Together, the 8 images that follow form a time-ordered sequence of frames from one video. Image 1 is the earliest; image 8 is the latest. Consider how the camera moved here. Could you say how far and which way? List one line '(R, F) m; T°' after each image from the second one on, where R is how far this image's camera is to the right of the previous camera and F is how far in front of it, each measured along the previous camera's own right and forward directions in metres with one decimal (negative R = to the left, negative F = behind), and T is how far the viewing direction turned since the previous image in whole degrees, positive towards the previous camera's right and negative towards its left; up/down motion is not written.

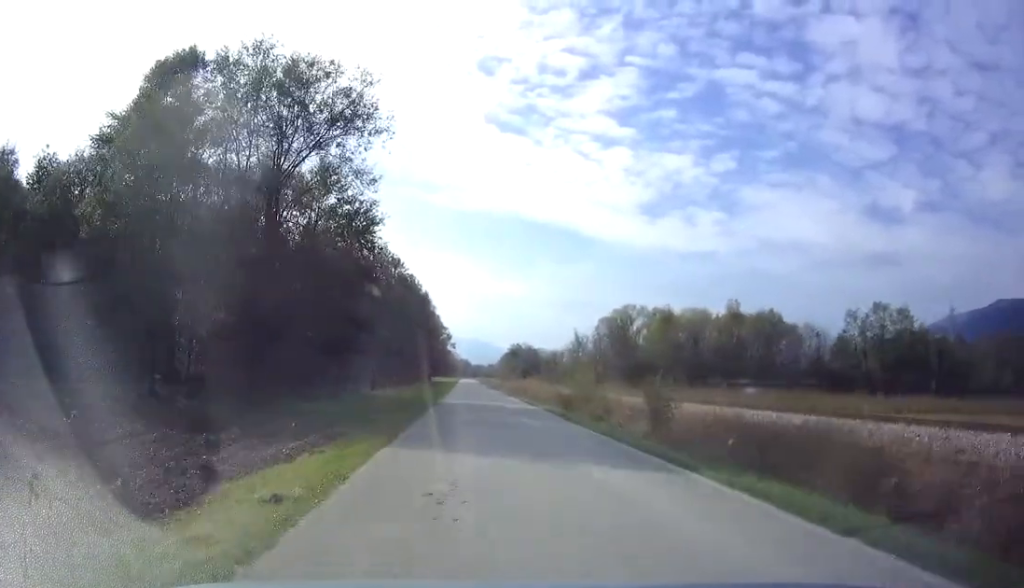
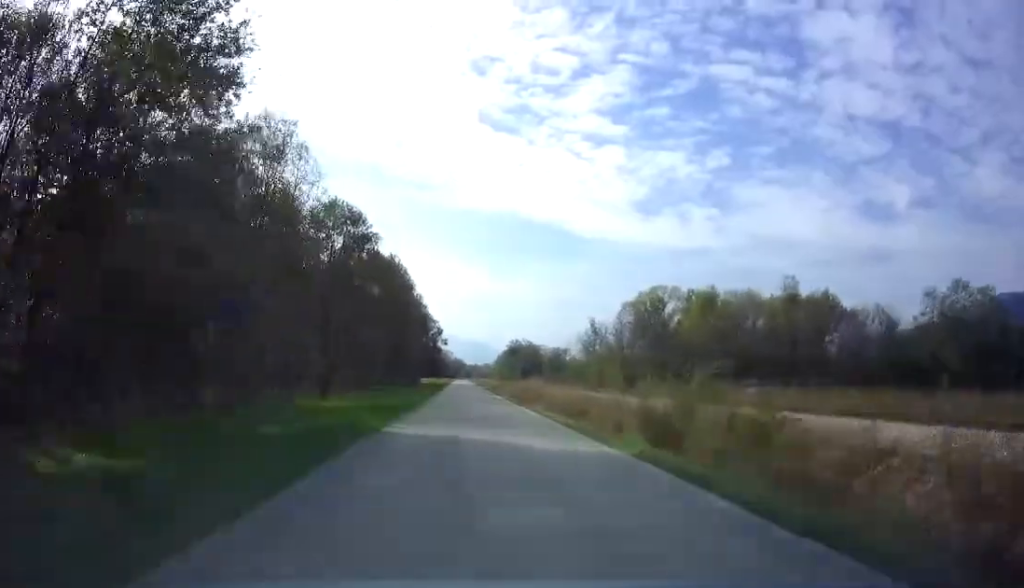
(+0.3, +20.6) m; +1°
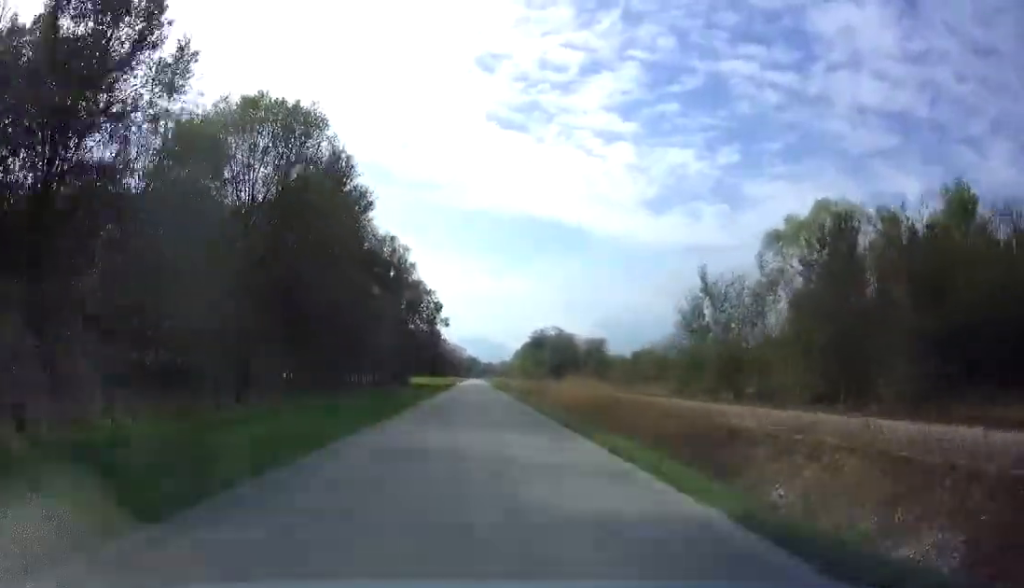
(-0.7, +41.4) m; -1°
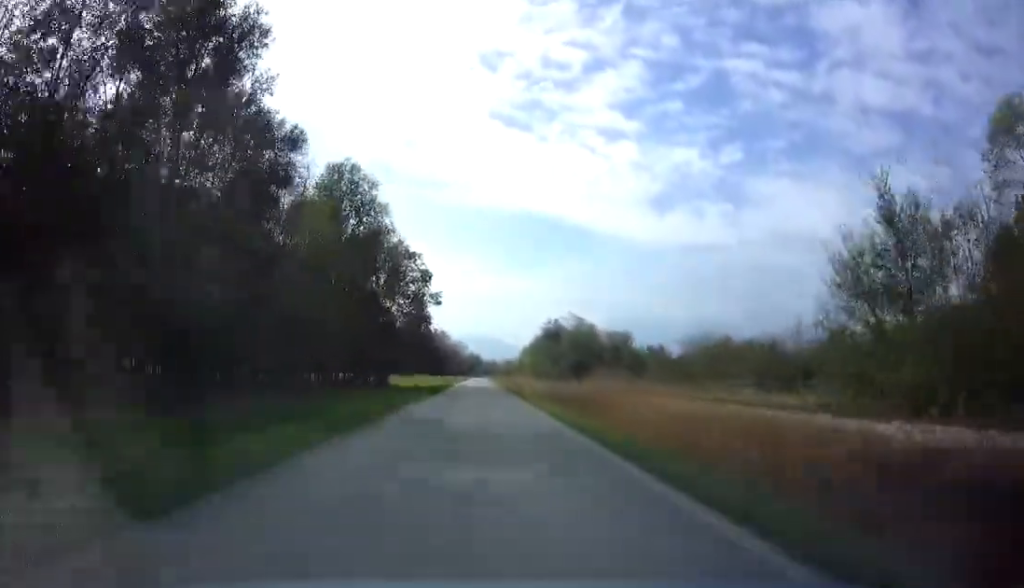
(+0.3, +25.2) m; 0°
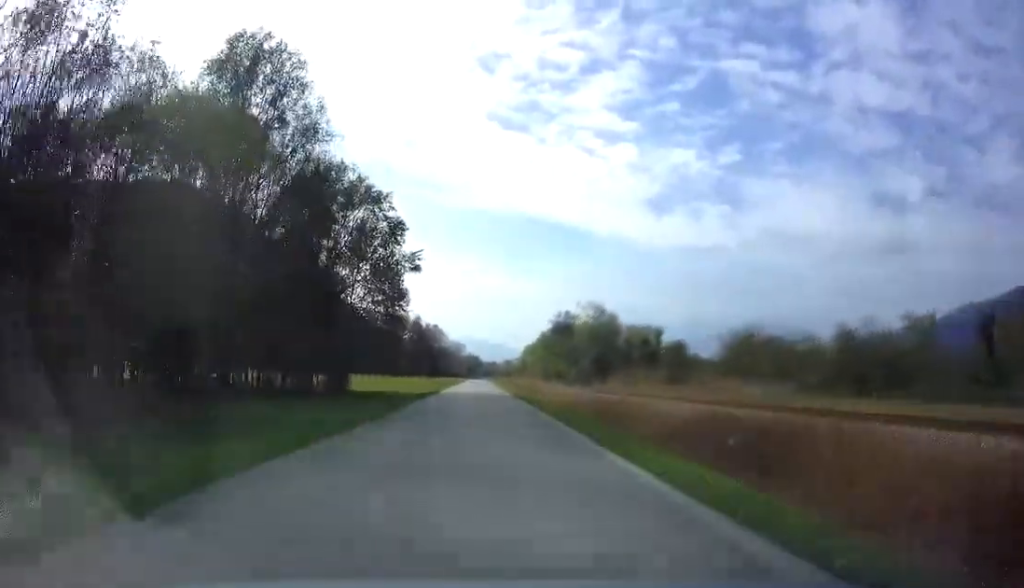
(-0.3, +20.2) m; 0°
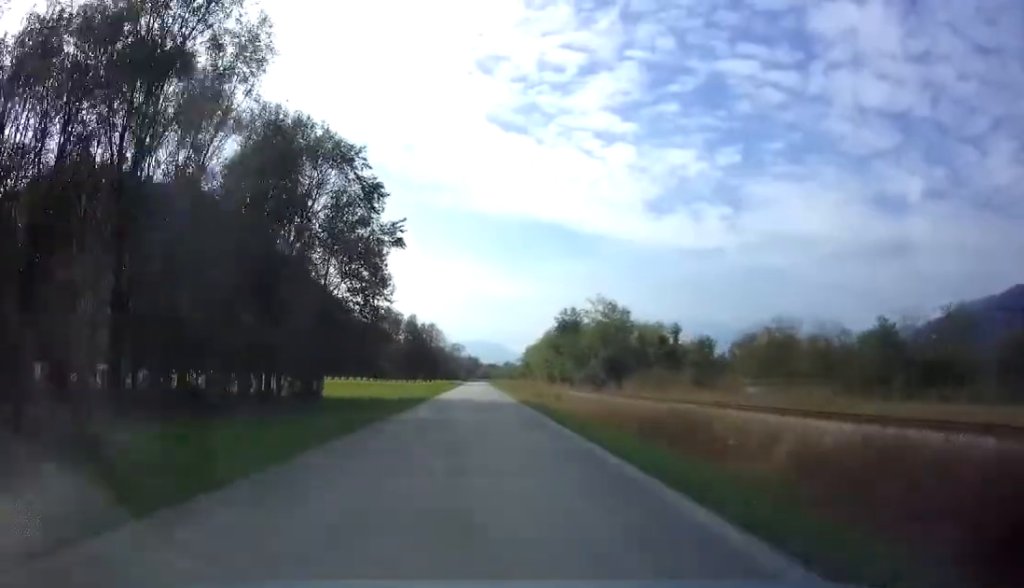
(+0.2, +8.6) m; 0°
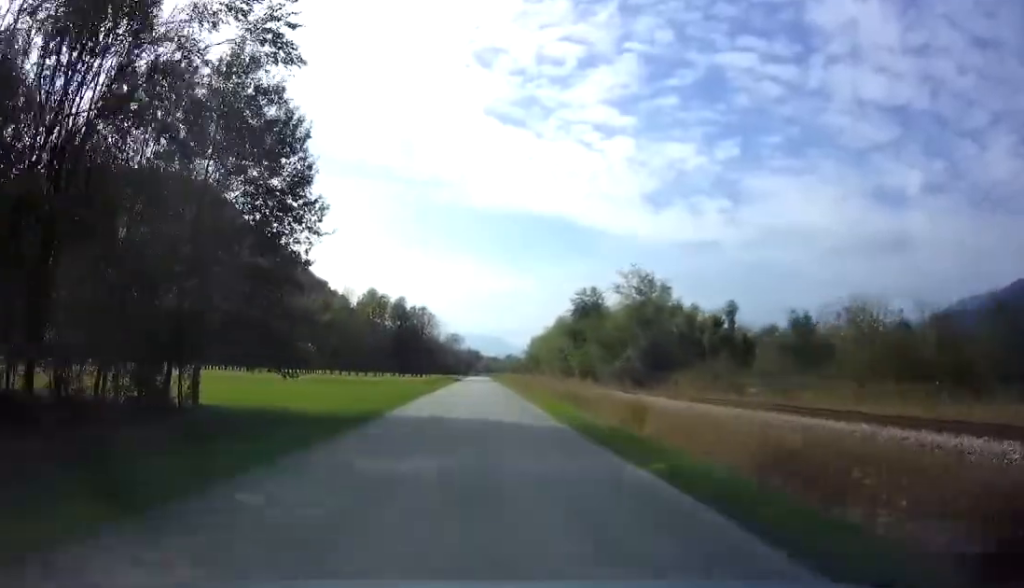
(0.0, +19.2) m; 0°
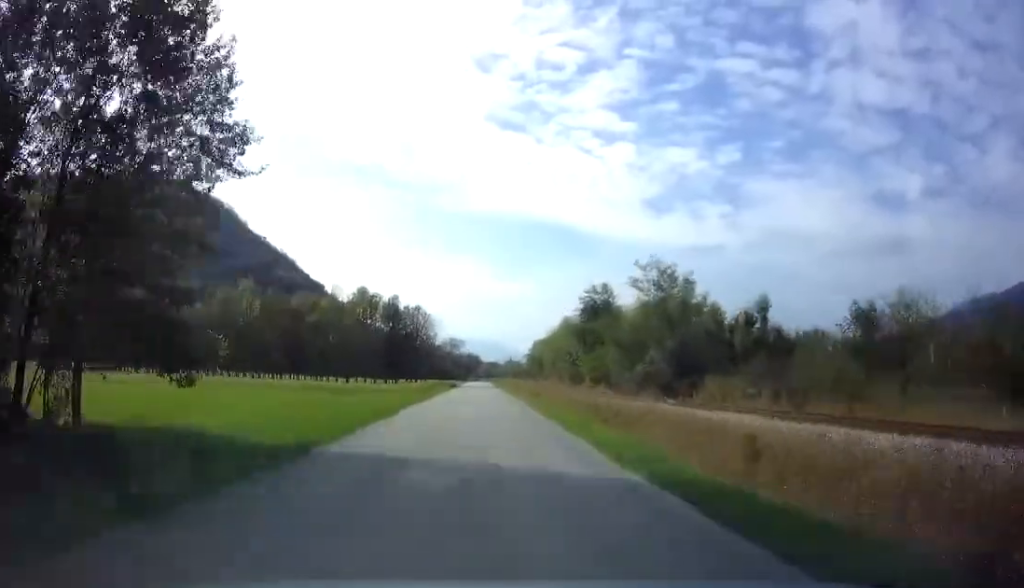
(-0.2, +8.0) m; 0°
